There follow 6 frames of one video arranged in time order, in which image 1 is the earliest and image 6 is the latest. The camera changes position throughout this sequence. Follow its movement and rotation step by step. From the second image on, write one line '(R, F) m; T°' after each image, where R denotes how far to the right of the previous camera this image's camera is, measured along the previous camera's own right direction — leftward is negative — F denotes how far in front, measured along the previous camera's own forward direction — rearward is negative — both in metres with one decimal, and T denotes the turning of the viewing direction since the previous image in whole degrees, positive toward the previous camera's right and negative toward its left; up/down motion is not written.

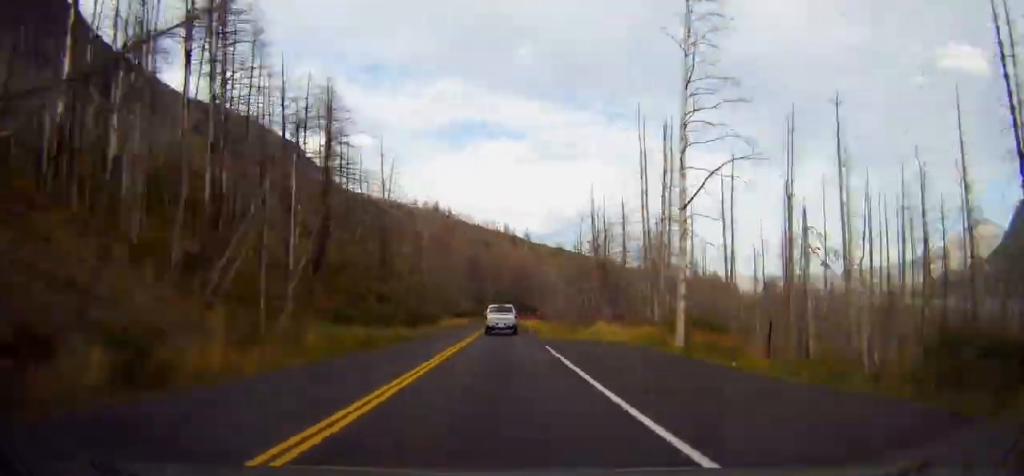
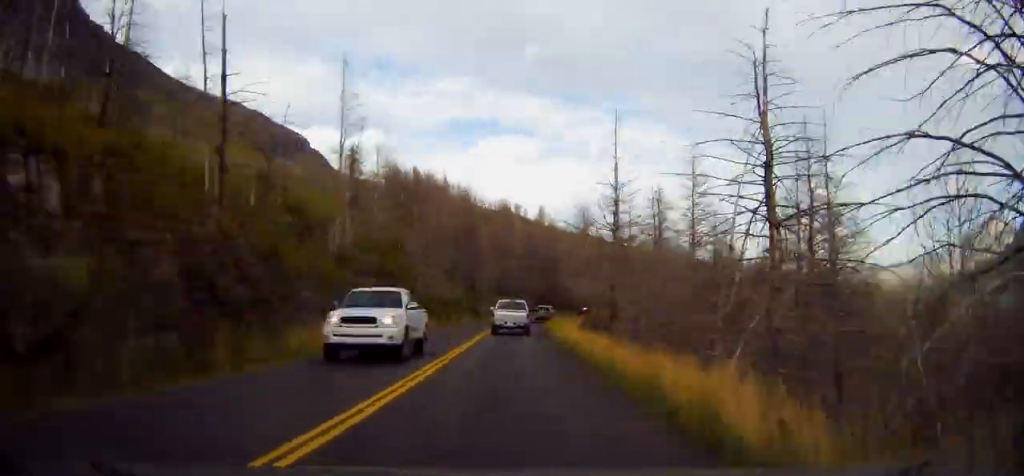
(-1.5, +45.6) m; +8°
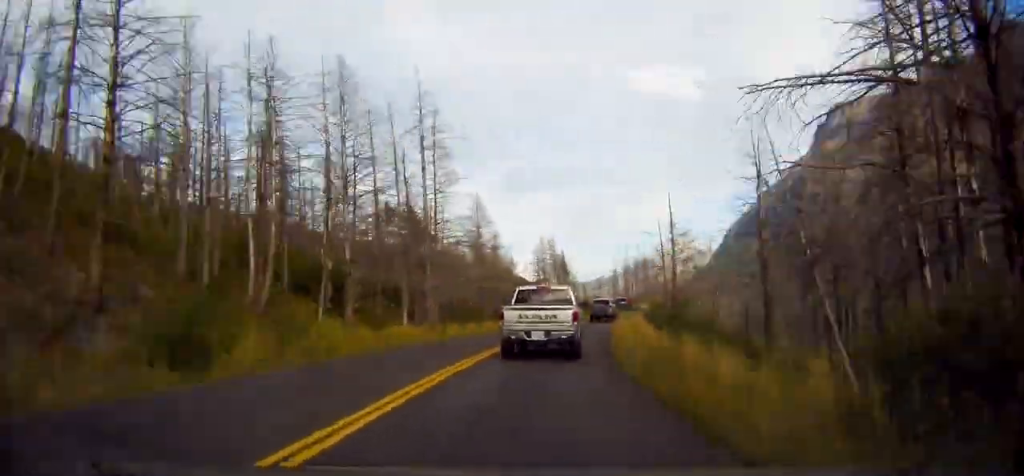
(+25.9, +116.3) m; +22°
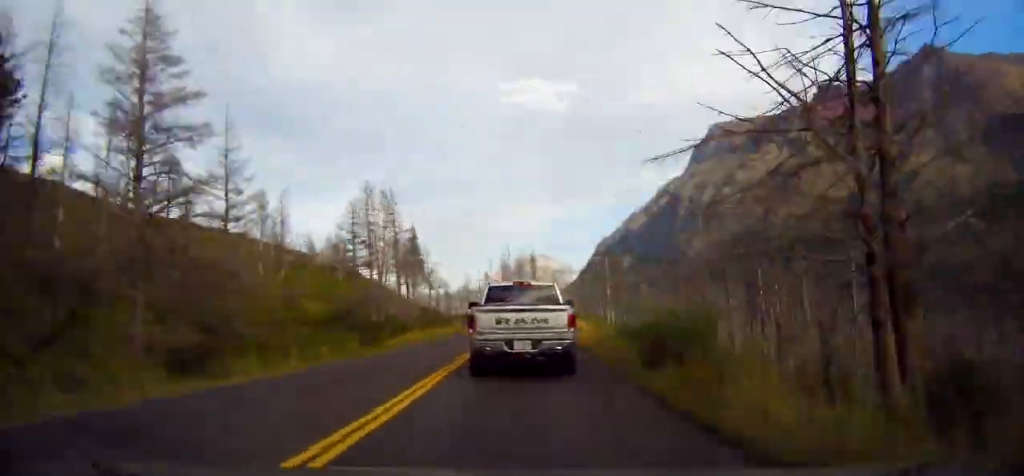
(+4.0, +36.9) m; -1°
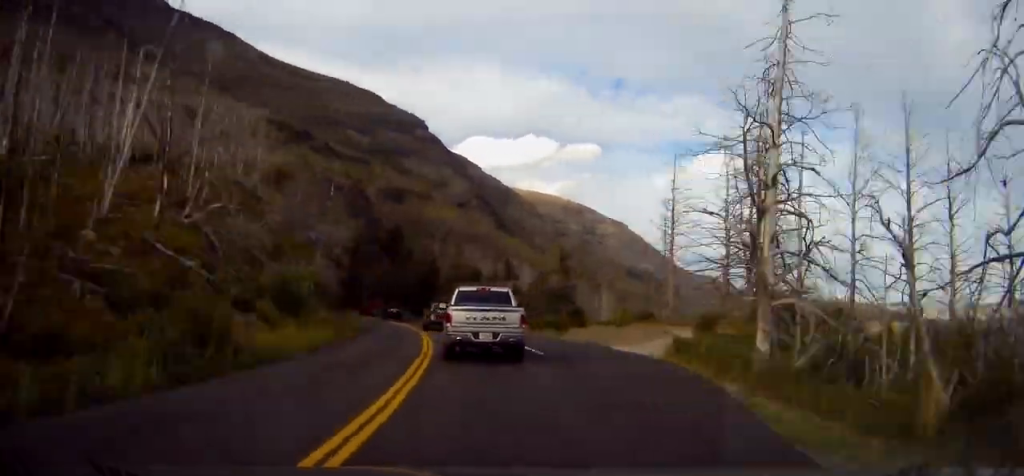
(-70.9, +243.8) m; -36°
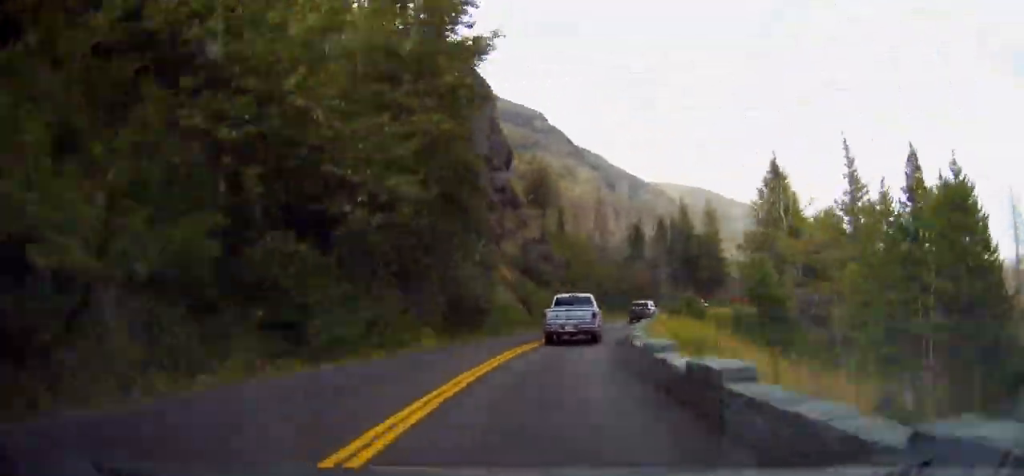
(-33.1, +116.0) m; -22°
